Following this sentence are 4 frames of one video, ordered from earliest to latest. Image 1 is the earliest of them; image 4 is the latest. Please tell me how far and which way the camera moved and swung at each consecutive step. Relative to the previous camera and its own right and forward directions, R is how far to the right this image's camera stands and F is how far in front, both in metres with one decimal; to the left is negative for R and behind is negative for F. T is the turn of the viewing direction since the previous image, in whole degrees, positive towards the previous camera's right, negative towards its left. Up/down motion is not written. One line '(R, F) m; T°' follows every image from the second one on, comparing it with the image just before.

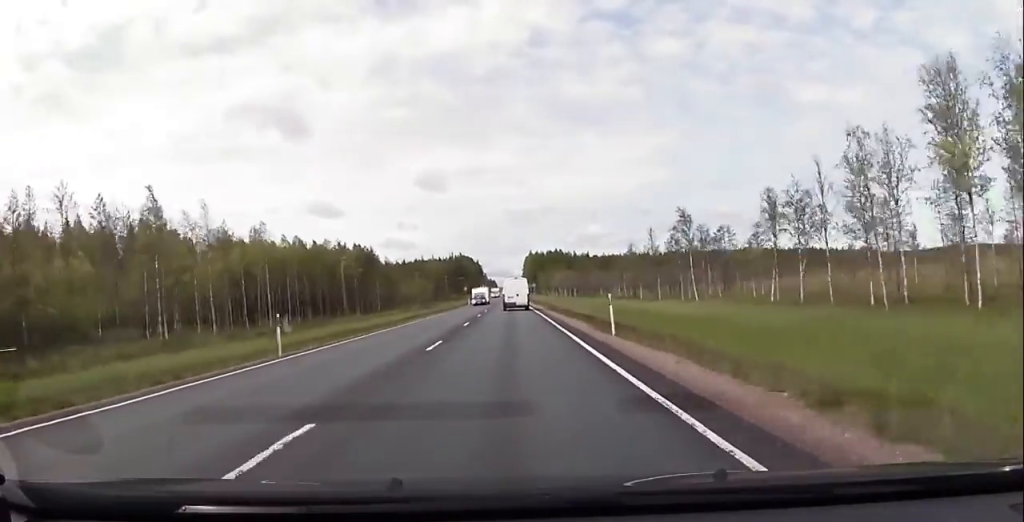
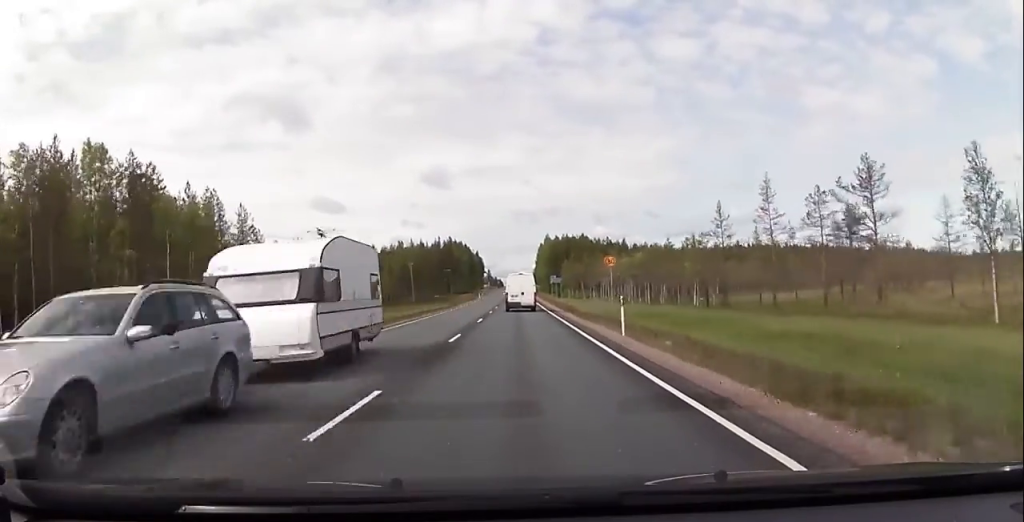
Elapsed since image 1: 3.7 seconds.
(-0.8, +92.9) m; 0°
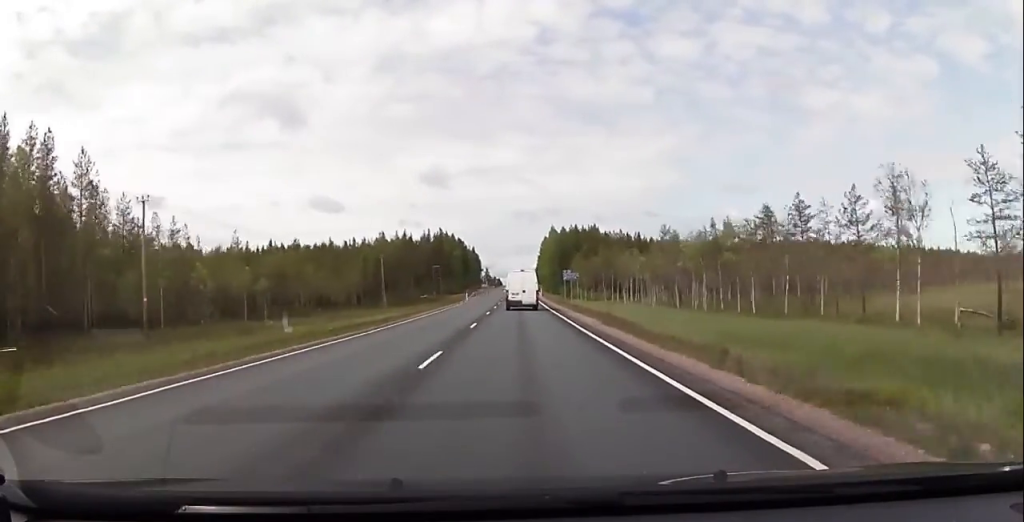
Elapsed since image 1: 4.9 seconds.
(+0.5, +30.5) m; 0°
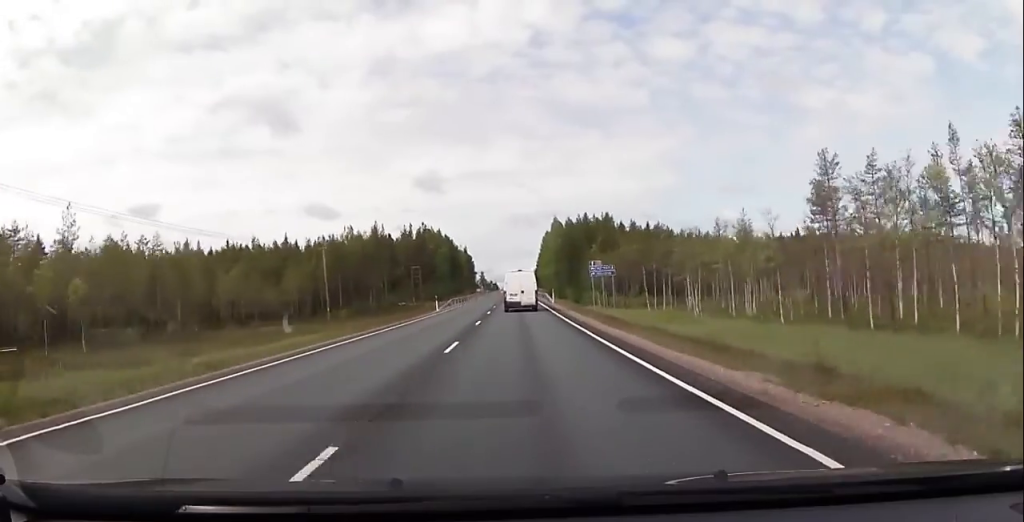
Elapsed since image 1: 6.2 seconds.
(-0.3, +32.7) m; -2°
